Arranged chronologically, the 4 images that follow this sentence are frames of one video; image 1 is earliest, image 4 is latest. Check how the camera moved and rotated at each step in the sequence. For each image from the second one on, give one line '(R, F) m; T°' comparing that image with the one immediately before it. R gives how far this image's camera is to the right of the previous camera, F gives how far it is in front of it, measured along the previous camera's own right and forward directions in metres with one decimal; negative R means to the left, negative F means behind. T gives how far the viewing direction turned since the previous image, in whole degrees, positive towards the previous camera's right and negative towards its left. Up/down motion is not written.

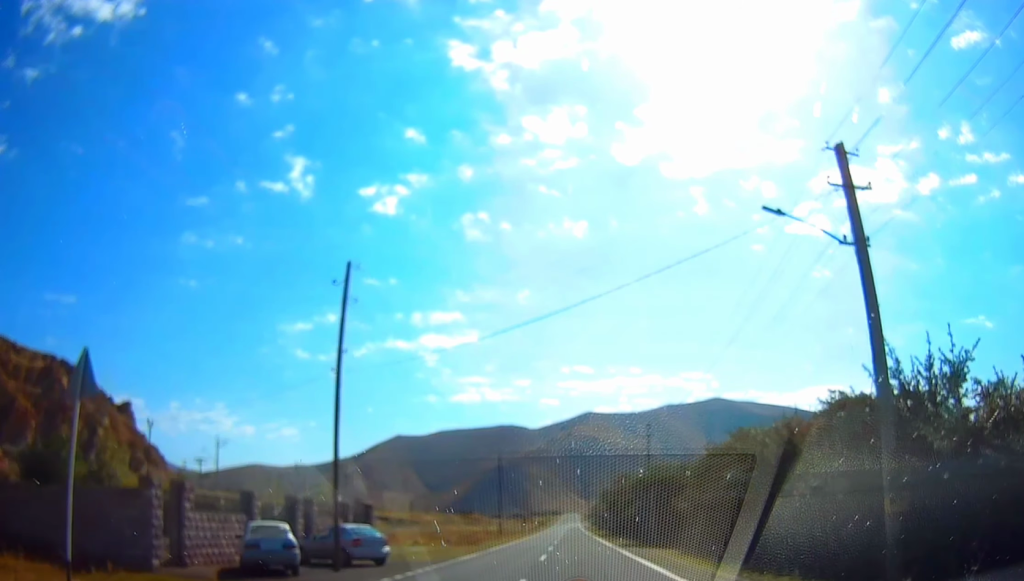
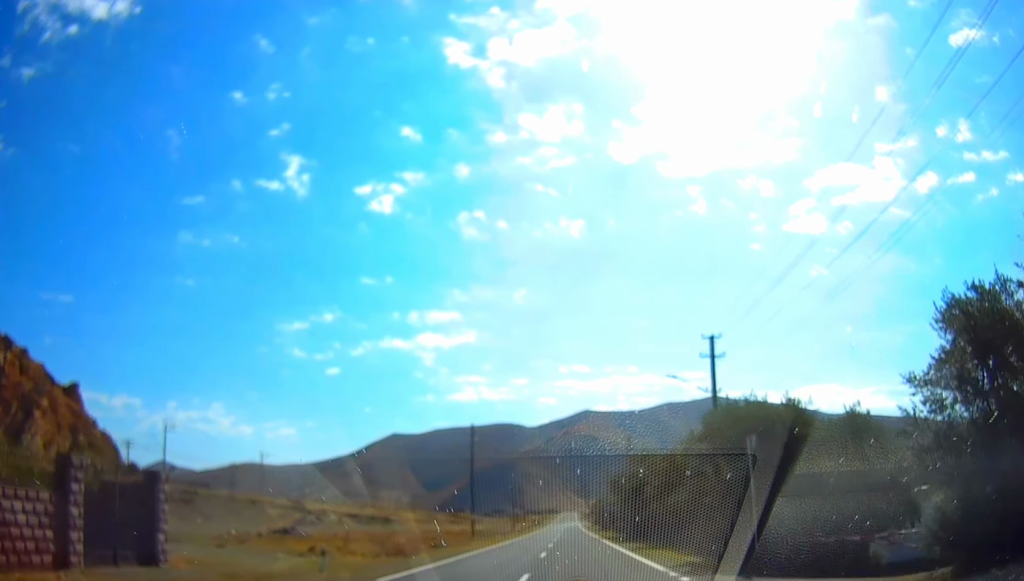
(0.0, +20.3) m; 0°
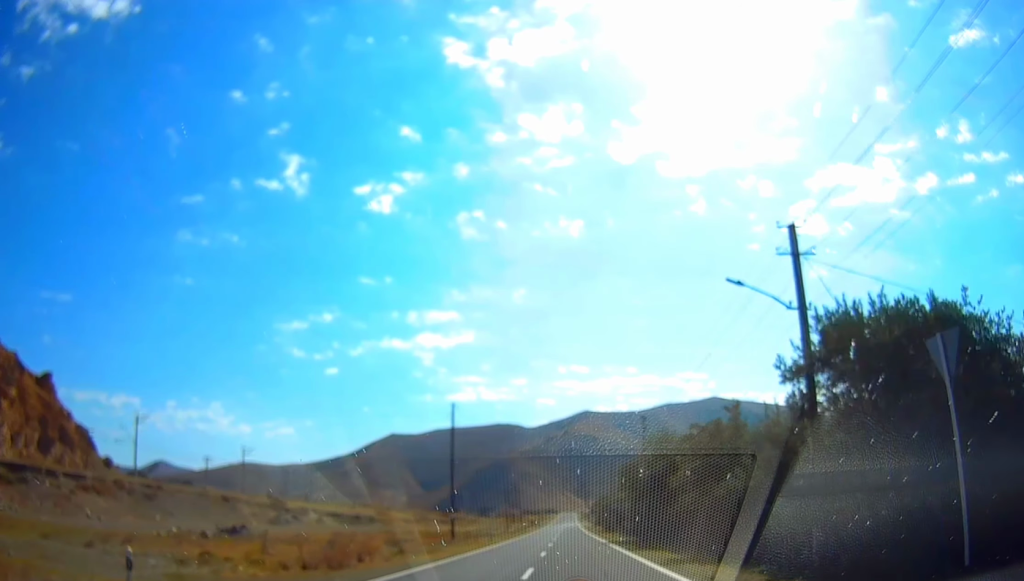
(0.0, +9.2) m; 0°
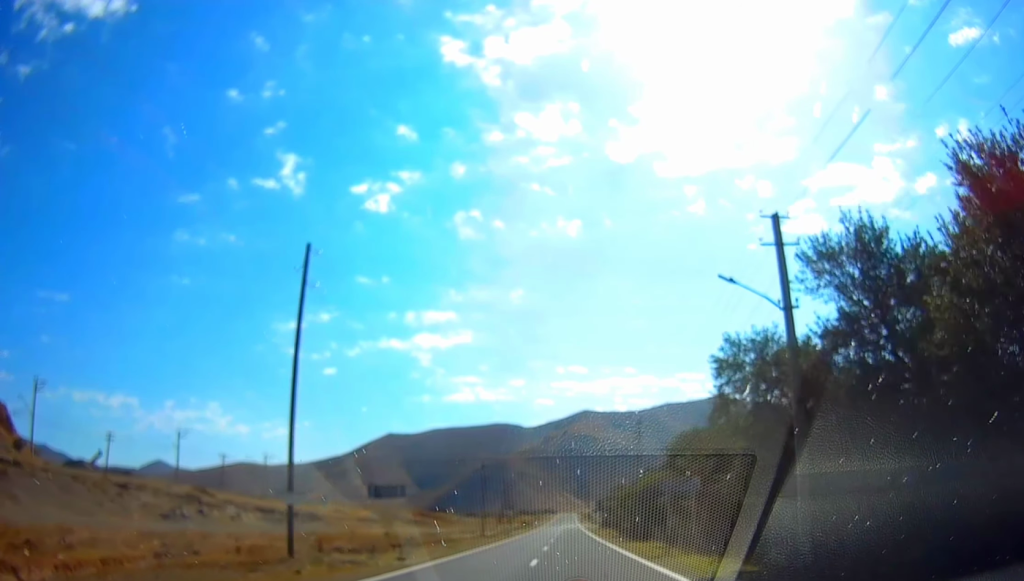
(+0.1, +28.1) m; +1°
